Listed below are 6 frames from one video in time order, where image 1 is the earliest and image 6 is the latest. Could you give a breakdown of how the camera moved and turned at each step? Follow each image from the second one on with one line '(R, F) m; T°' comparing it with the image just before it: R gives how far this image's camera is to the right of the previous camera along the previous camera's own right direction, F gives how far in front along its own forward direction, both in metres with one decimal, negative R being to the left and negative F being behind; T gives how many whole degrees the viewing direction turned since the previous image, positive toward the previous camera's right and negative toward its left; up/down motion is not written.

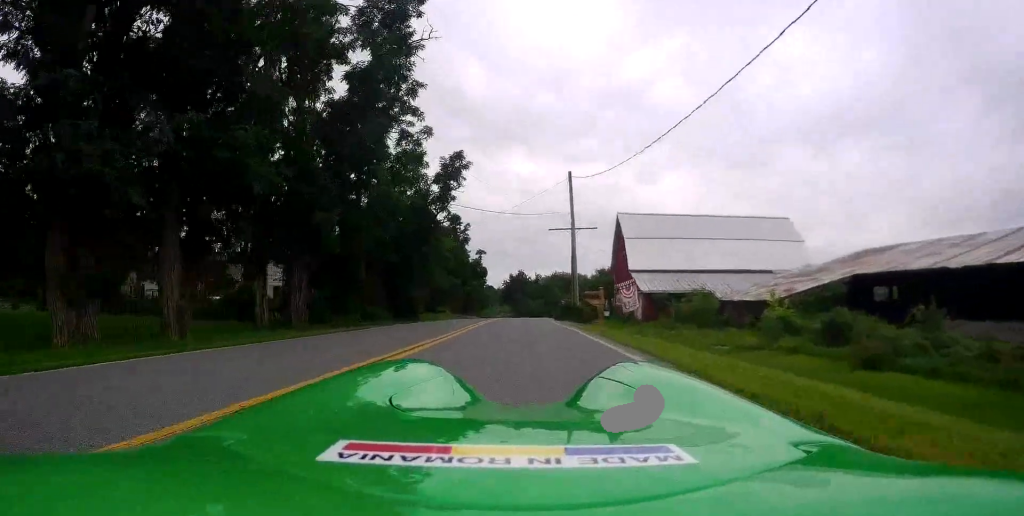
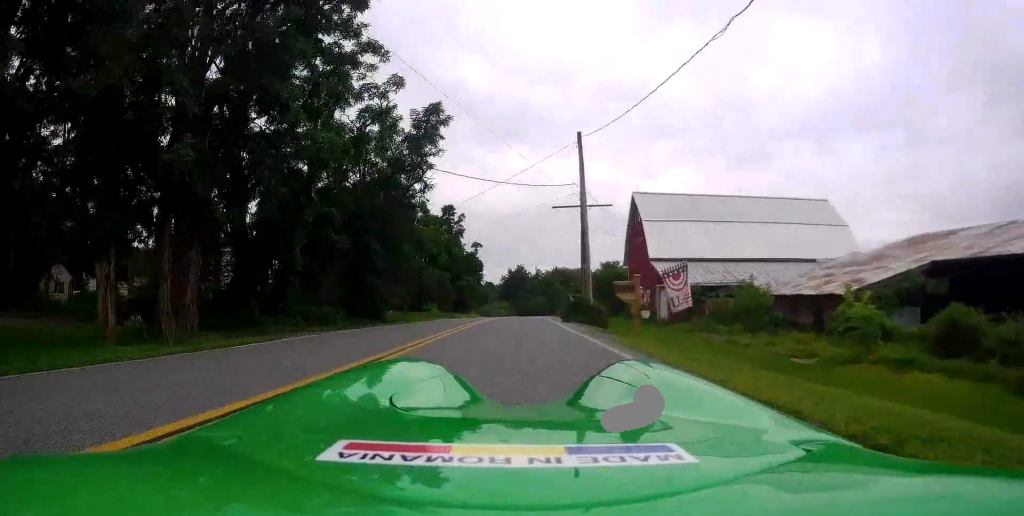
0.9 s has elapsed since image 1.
(-0.4, +7.6) m; -3°
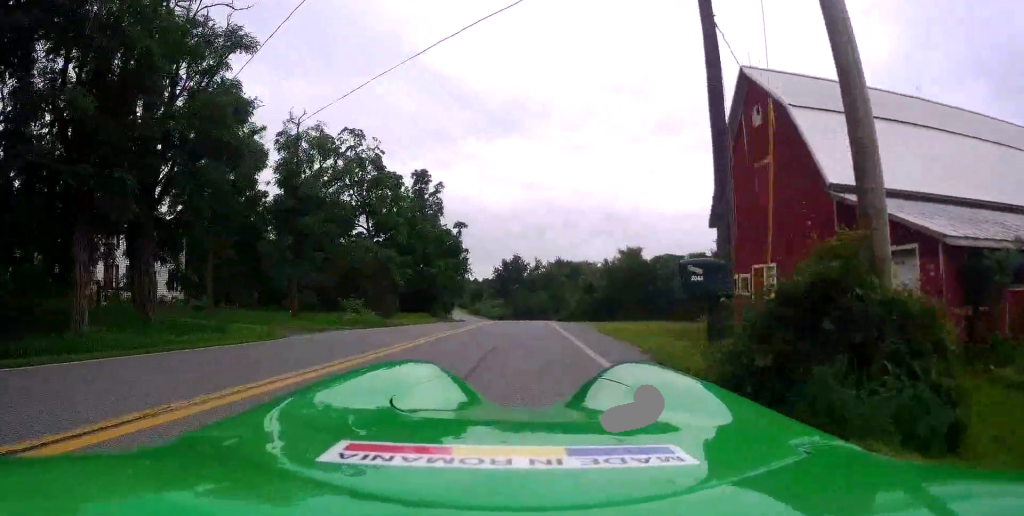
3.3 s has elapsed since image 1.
(+1.0, +21.8) m; +4°
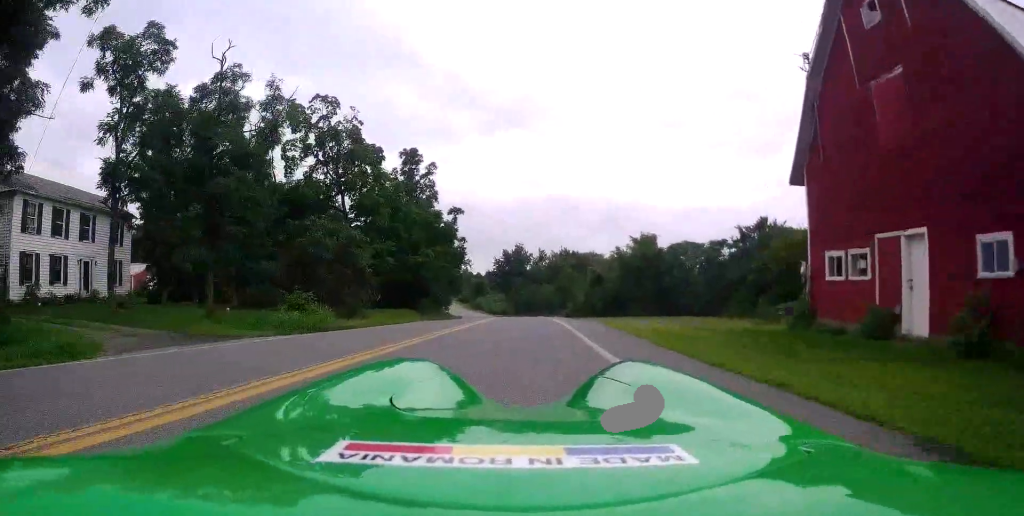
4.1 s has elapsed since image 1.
(0.0, +7.3) m; -1°
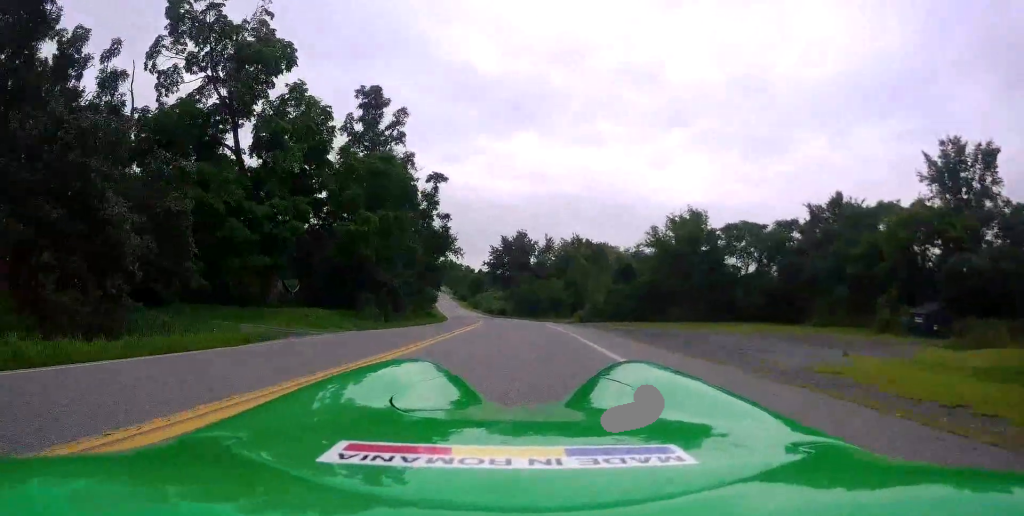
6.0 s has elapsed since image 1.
(-0.2, +17.9) m; +1°
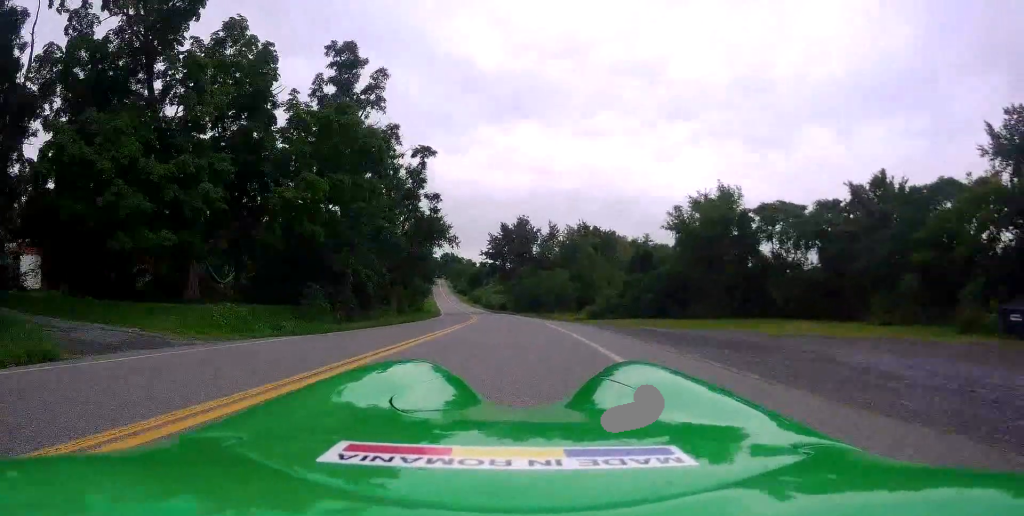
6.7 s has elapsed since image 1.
(+0.3, +7.7) m; 0°
